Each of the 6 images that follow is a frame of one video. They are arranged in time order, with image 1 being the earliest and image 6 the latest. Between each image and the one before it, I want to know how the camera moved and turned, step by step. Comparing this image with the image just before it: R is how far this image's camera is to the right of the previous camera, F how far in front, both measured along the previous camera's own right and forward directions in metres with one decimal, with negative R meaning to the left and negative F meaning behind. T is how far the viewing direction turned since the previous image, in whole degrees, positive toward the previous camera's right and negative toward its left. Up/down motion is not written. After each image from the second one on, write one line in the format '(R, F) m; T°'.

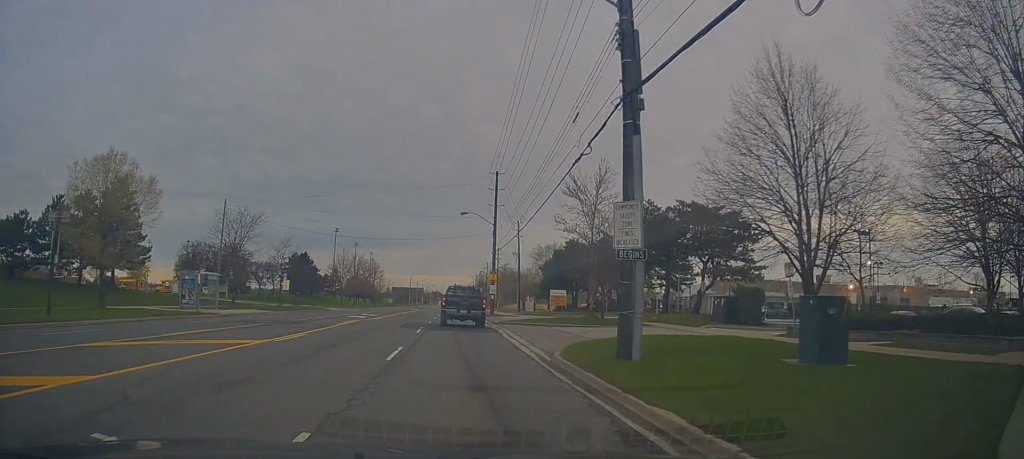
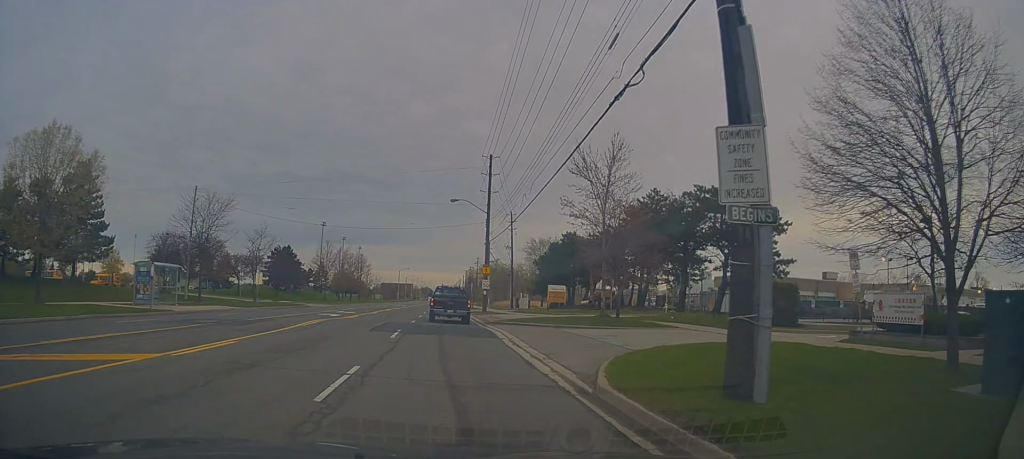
(0.0, +4.7) m; +1°
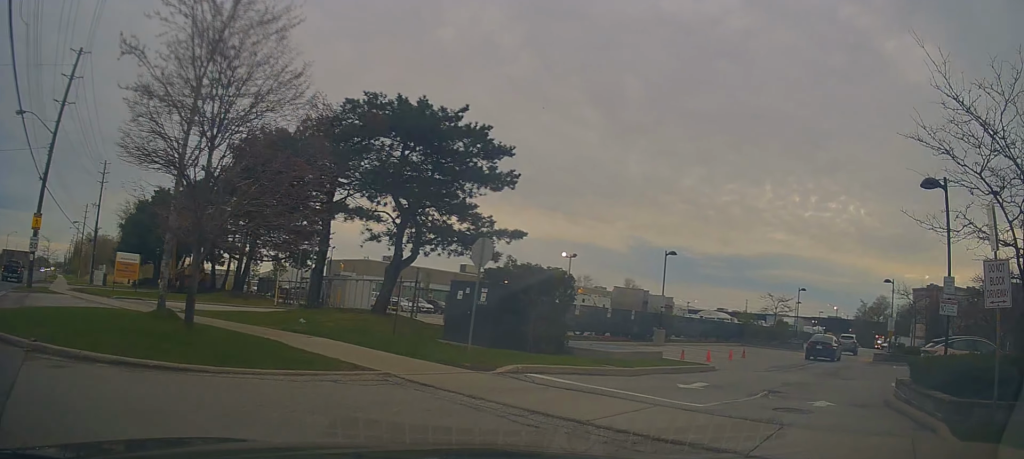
(+4.3, +16.4) m; +46°
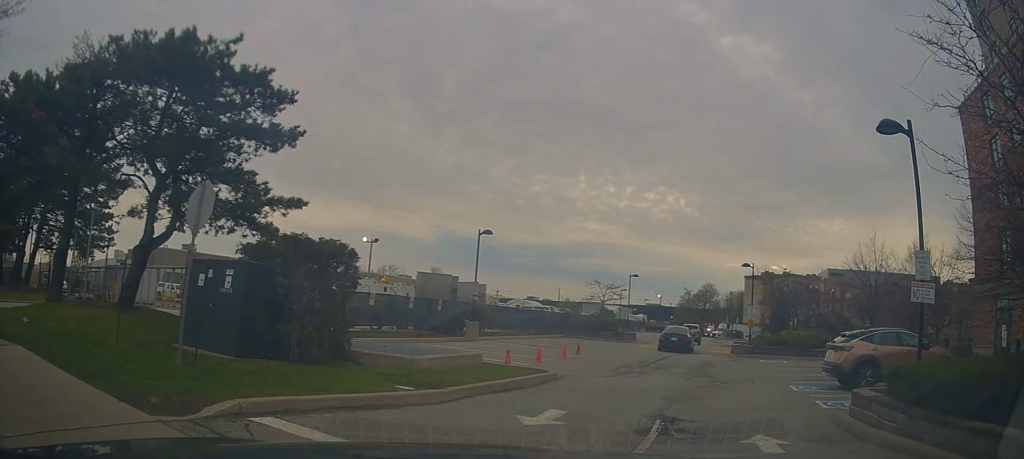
(+1.0, +4.8) m; +28°
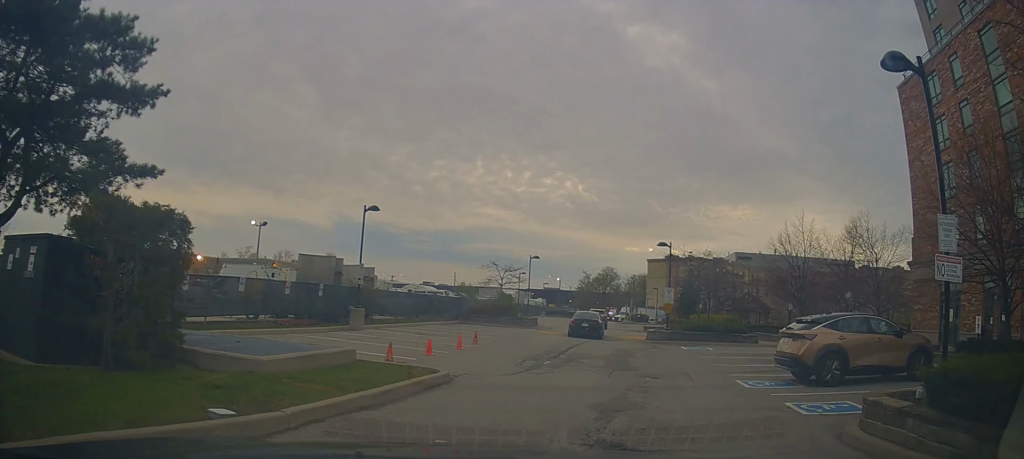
(+0.9, +2.8) m; +9°
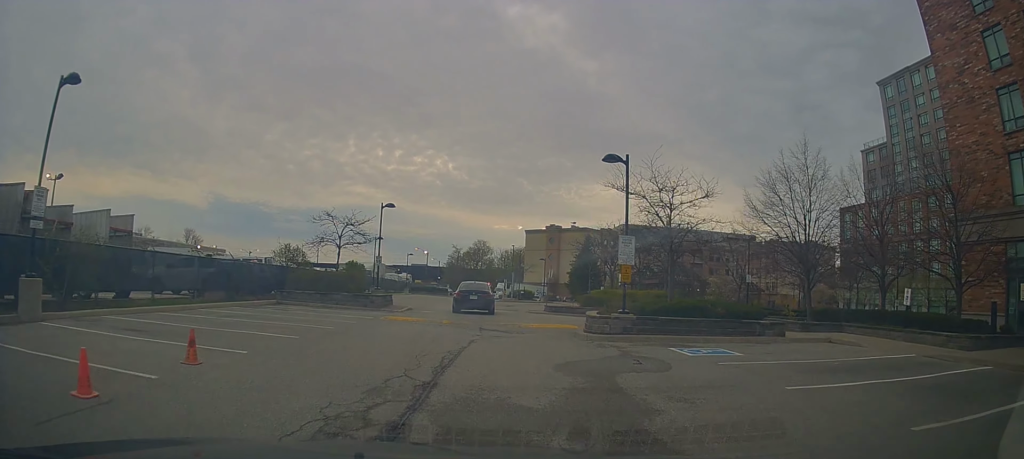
(+0.4, +12.7) m; +2°
